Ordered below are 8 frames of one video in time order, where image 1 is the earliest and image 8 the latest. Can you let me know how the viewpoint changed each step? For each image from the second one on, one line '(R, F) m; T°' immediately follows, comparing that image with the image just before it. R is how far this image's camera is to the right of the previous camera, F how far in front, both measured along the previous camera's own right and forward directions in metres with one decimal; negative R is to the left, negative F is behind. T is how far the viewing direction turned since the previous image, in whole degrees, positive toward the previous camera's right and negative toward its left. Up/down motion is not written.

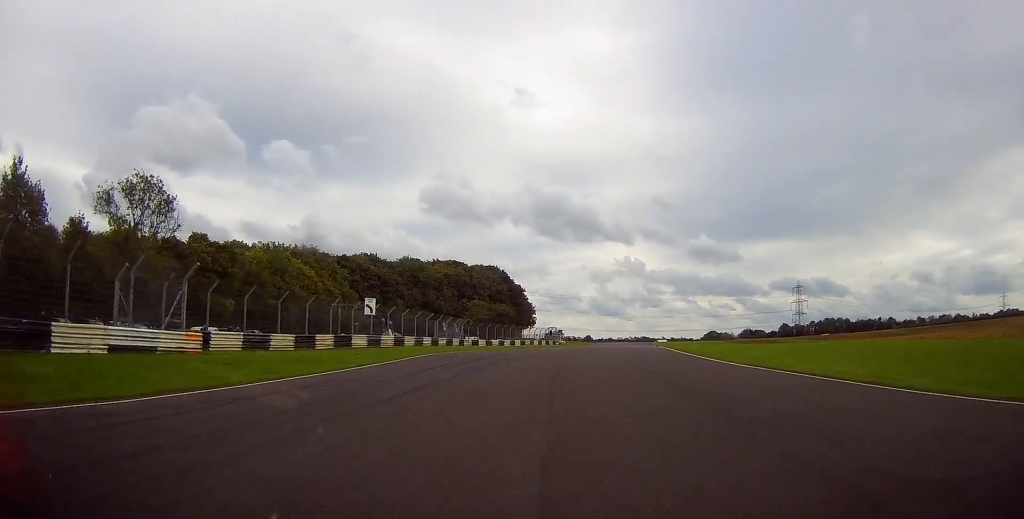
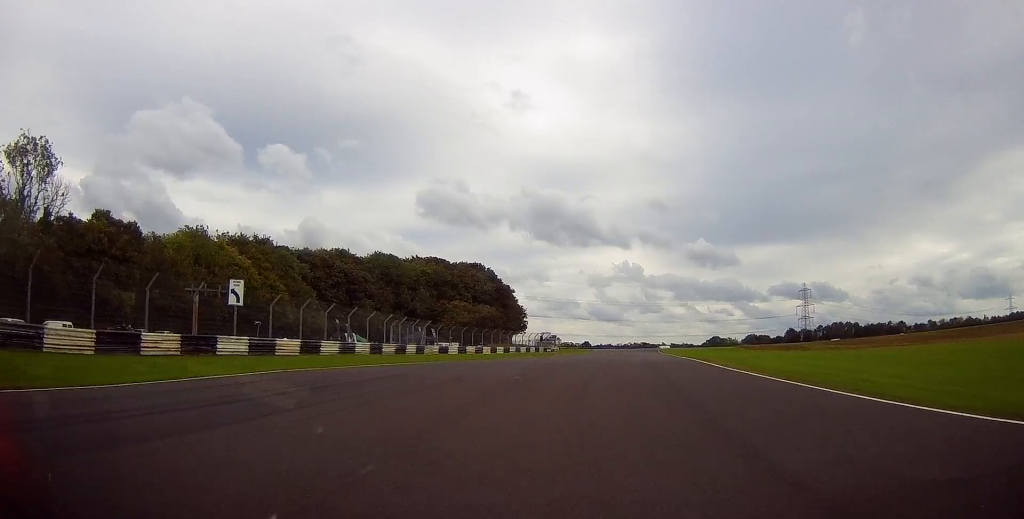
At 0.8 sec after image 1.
(0.0, +17.9) m; 0°
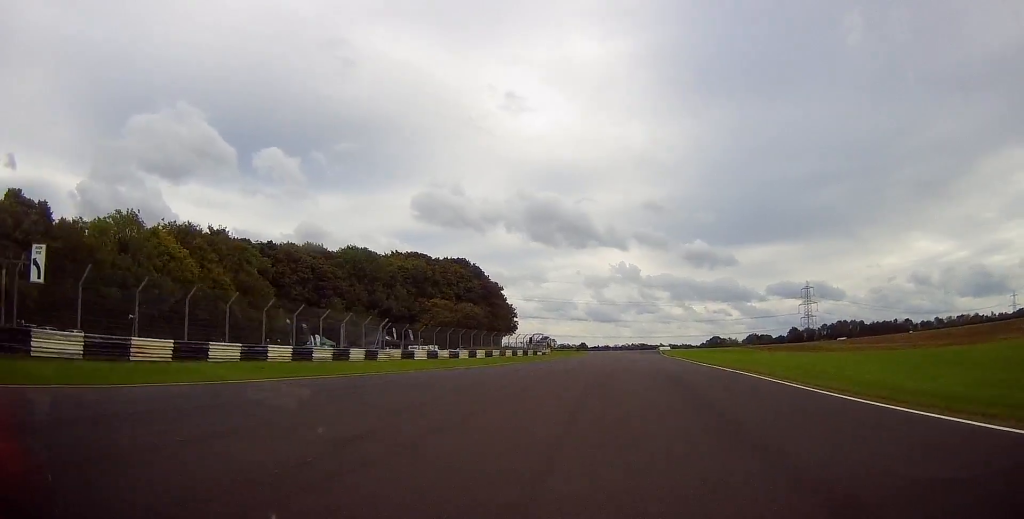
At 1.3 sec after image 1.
(-0.2, +13.0) m; 0°
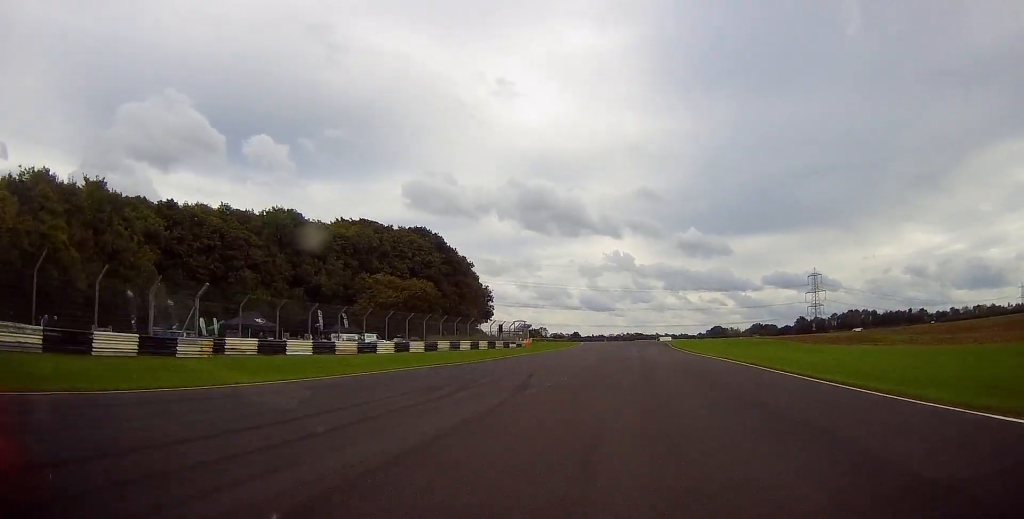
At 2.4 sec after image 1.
(+0.3, +27.2) m; +1°
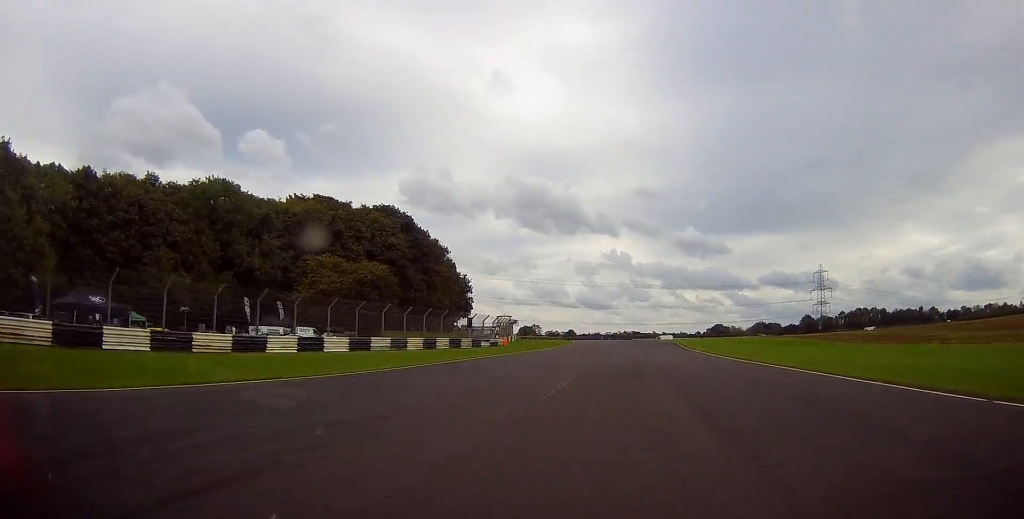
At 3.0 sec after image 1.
(+0.2, +17.7) m; 0°
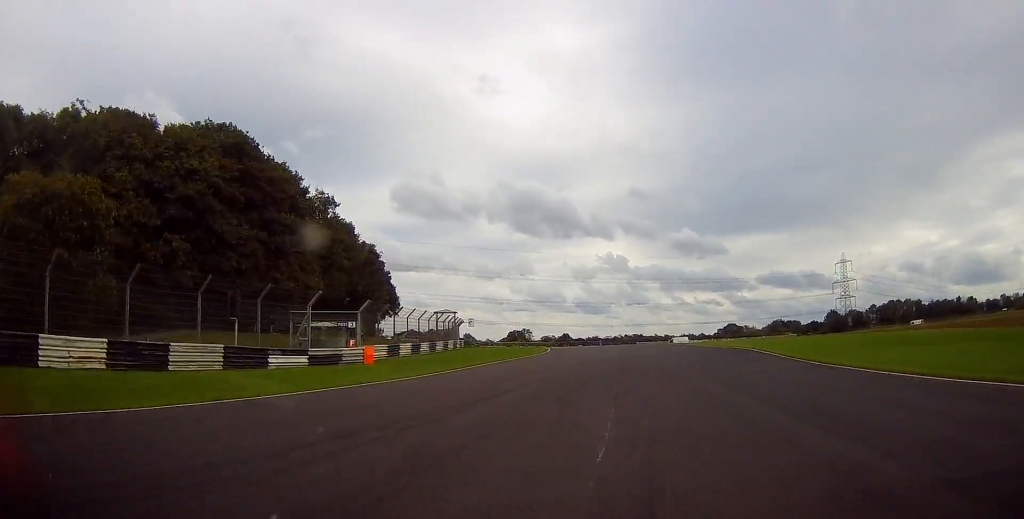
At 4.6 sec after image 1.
(-0.2, +45.7) m; -1°
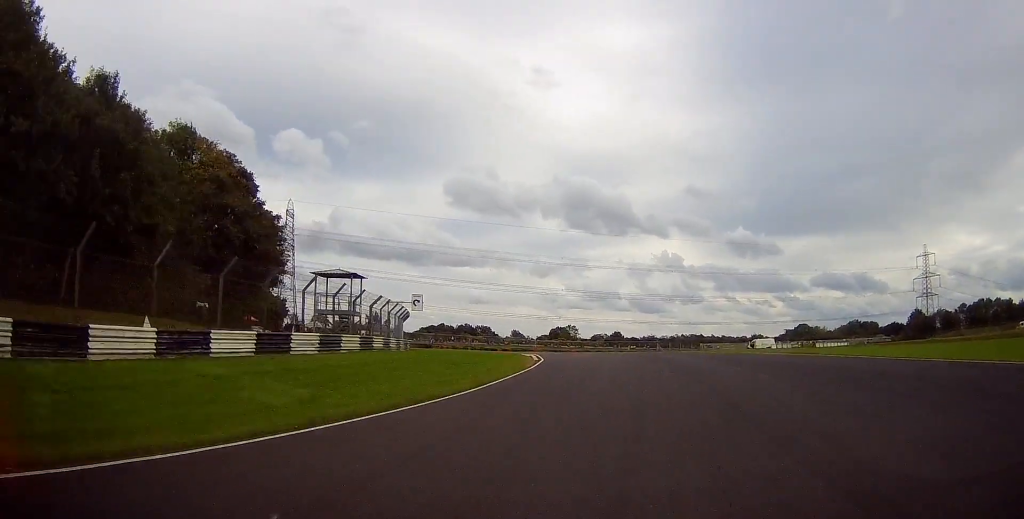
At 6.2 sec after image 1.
(-1.0, +46.5) m; -4°
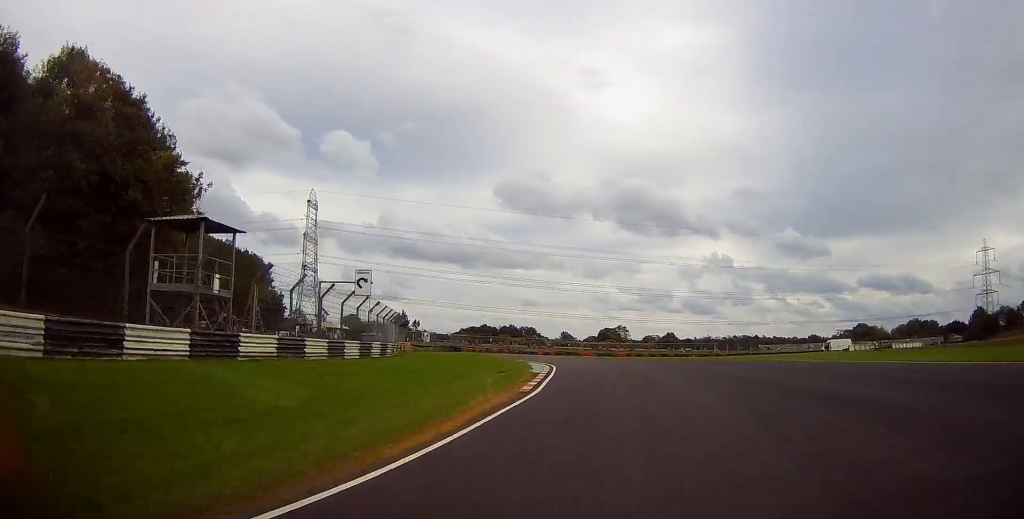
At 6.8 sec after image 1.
(-0.4, +19.6) m; -3°
